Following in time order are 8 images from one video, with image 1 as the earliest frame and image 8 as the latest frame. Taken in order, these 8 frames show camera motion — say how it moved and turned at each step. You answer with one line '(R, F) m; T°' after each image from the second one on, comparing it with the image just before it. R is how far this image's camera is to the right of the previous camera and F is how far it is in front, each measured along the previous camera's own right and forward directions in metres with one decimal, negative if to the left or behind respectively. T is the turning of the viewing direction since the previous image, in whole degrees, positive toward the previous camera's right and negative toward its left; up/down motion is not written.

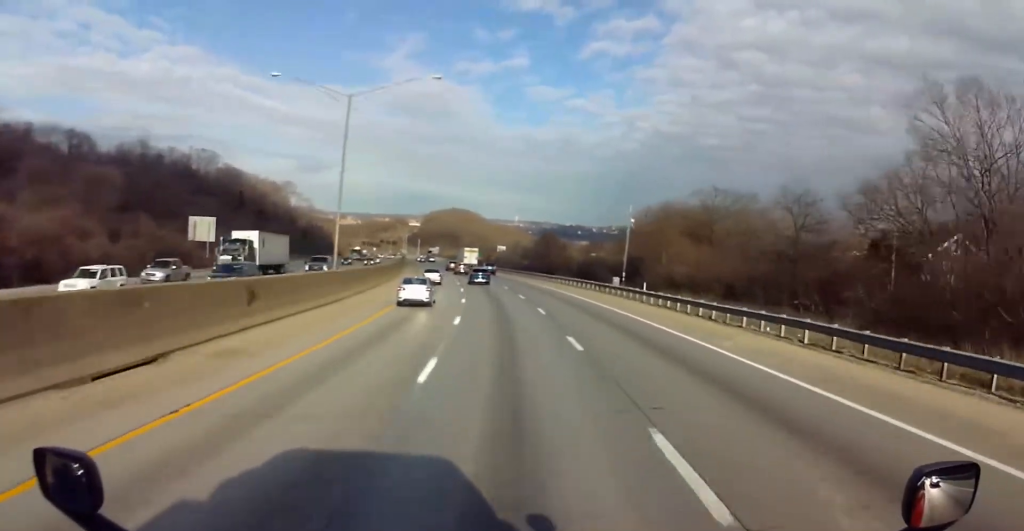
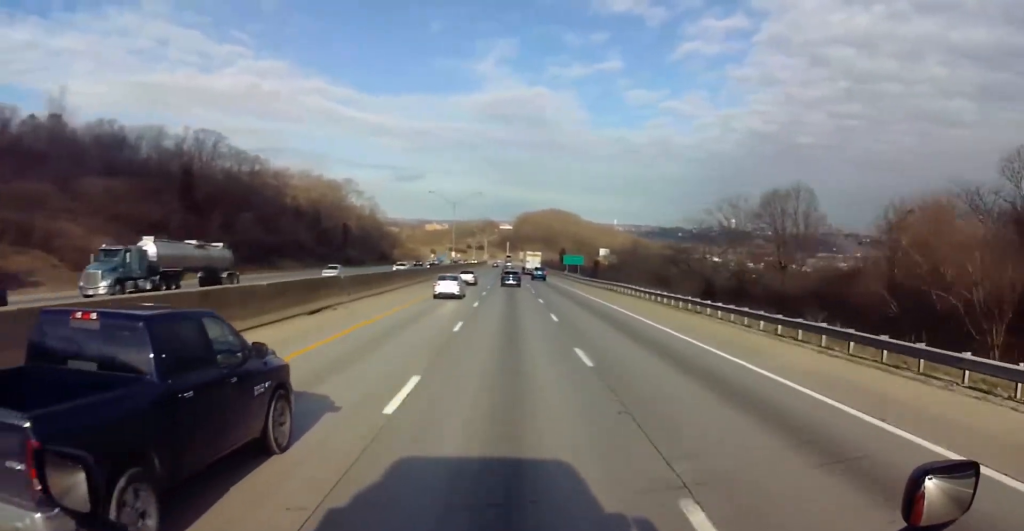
(-3.8, +77.0) m; -8°
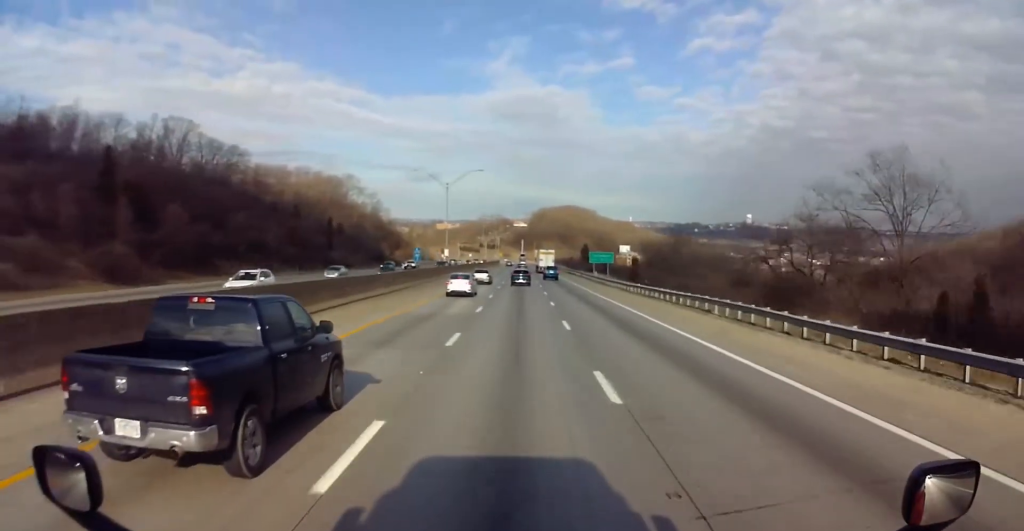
(-0.7, +28.1) m; -2°
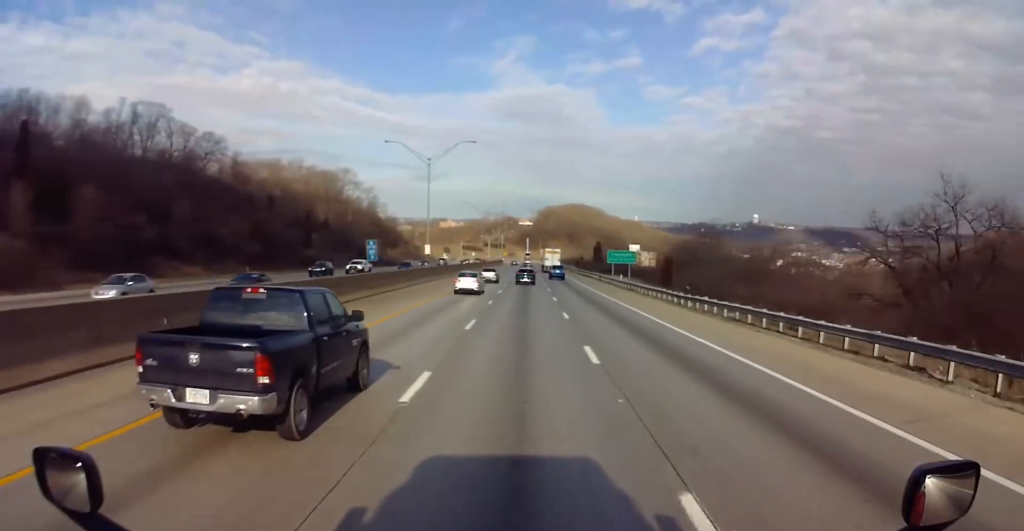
(0.0, +19.9) m; 0°
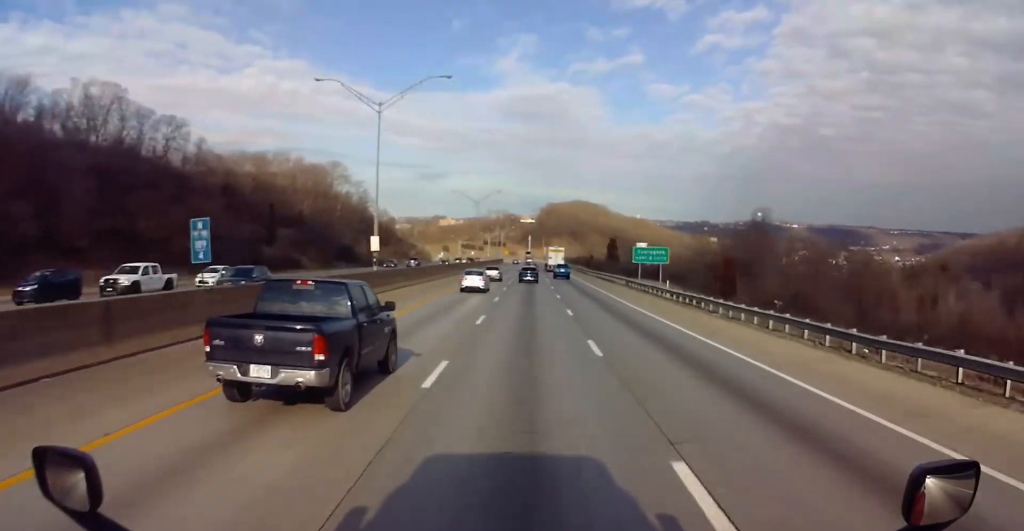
(0.0, +23.1) m; -1°
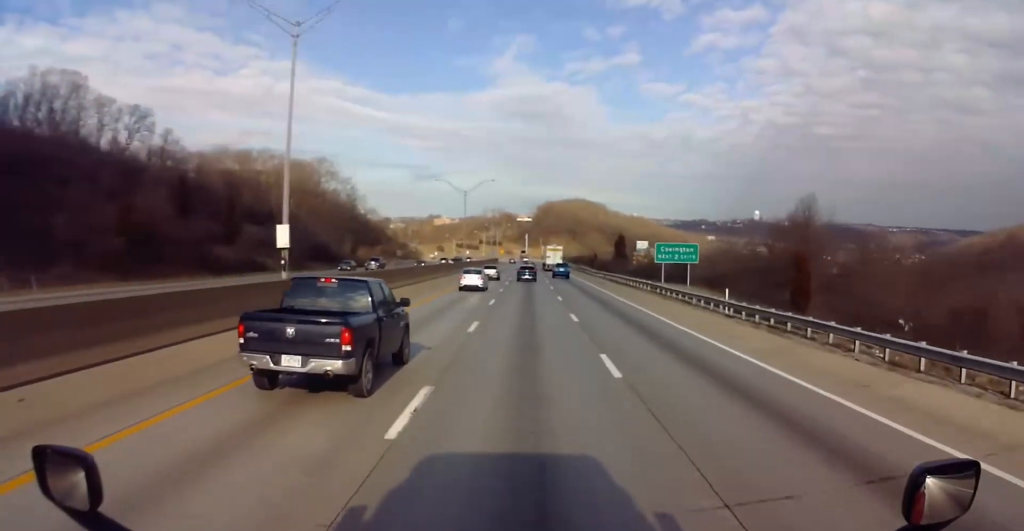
(-0.1, +15.5) m; 0°
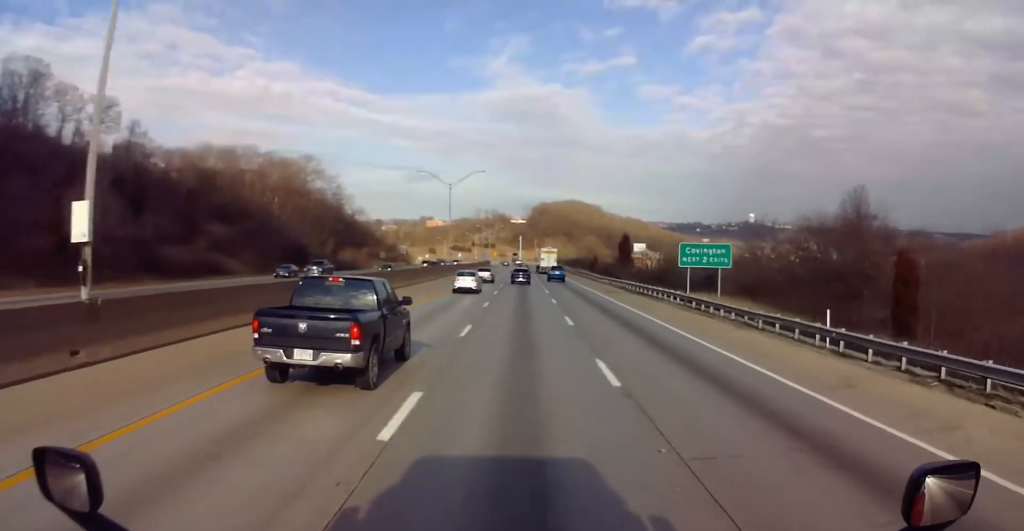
(-0.2, +12.6) m; 0°
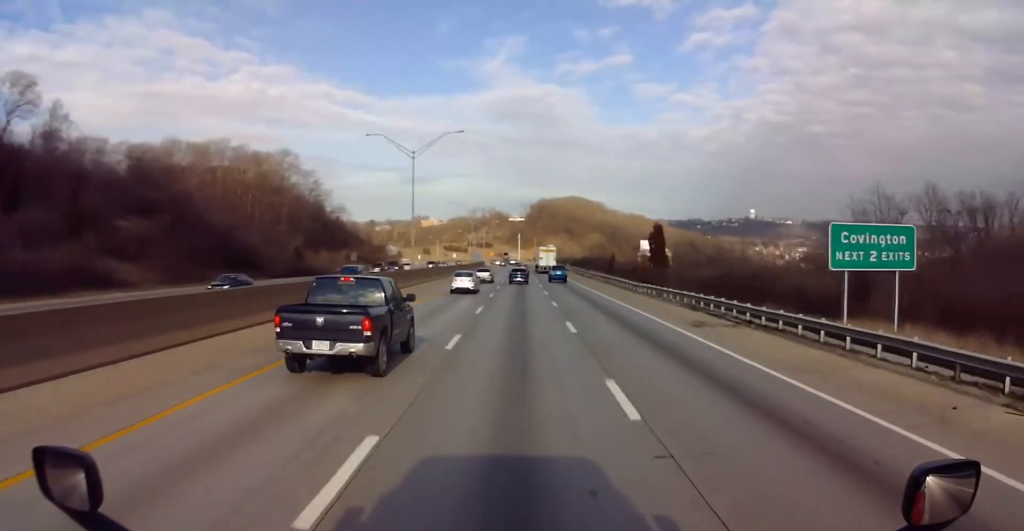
(+0.2, +27.2) m; 0°
